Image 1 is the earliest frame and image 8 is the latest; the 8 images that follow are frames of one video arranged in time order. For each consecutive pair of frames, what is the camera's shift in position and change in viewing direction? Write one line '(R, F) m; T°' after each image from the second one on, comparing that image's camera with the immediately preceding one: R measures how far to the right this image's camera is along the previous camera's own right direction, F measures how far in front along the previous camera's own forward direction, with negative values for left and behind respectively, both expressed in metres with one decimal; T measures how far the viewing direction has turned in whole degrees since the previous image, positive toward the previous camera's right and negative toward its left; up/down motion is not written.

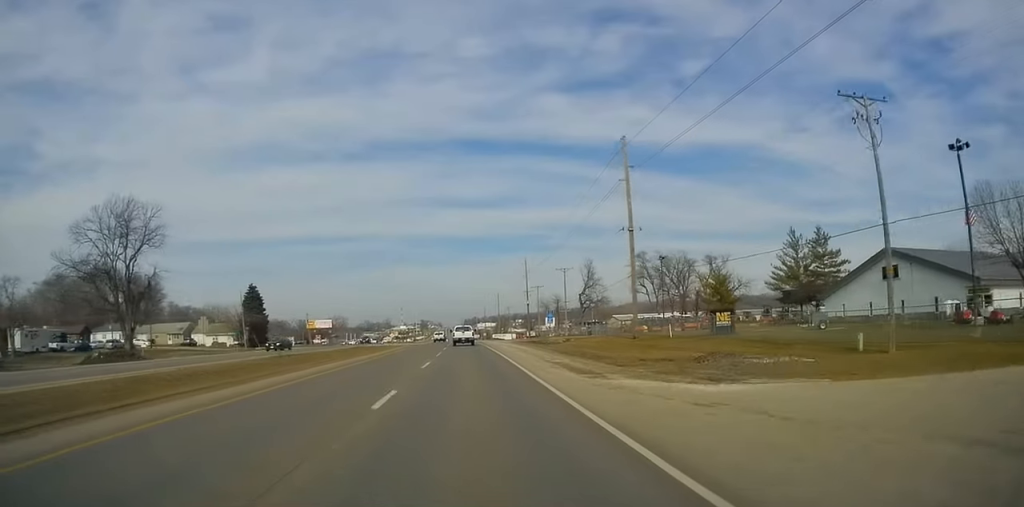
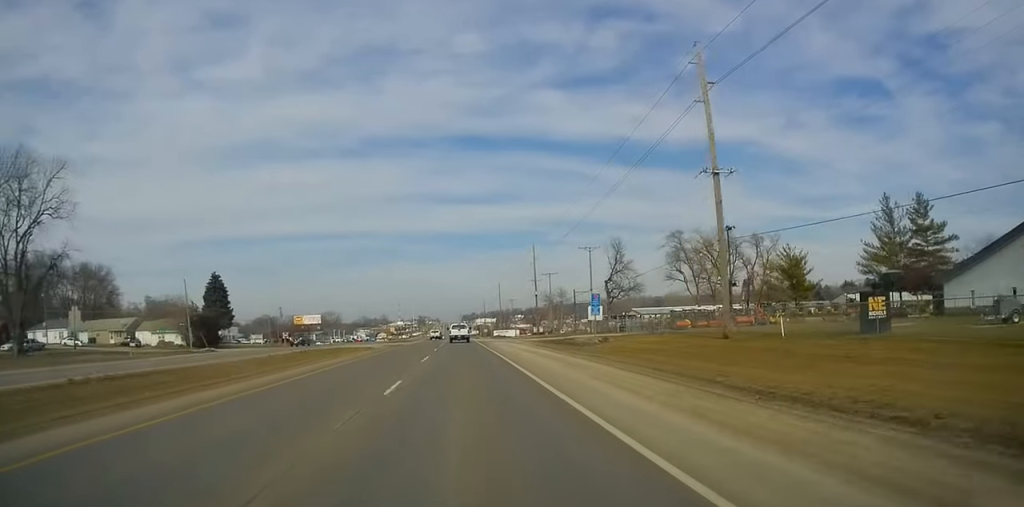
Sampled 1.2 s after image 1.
(0.0, +22.5) m; 0°
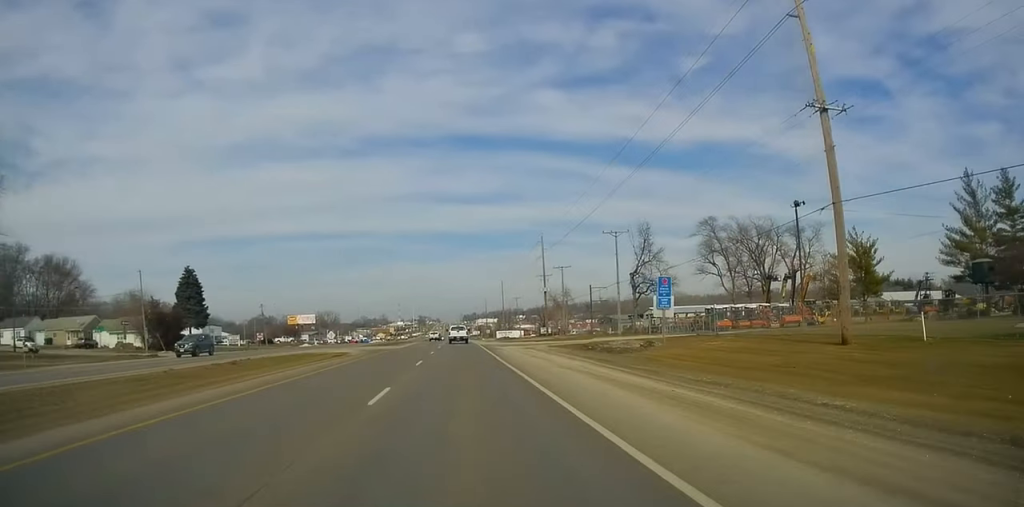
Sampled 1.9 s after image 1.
(0.0, +14.0) m; 0°
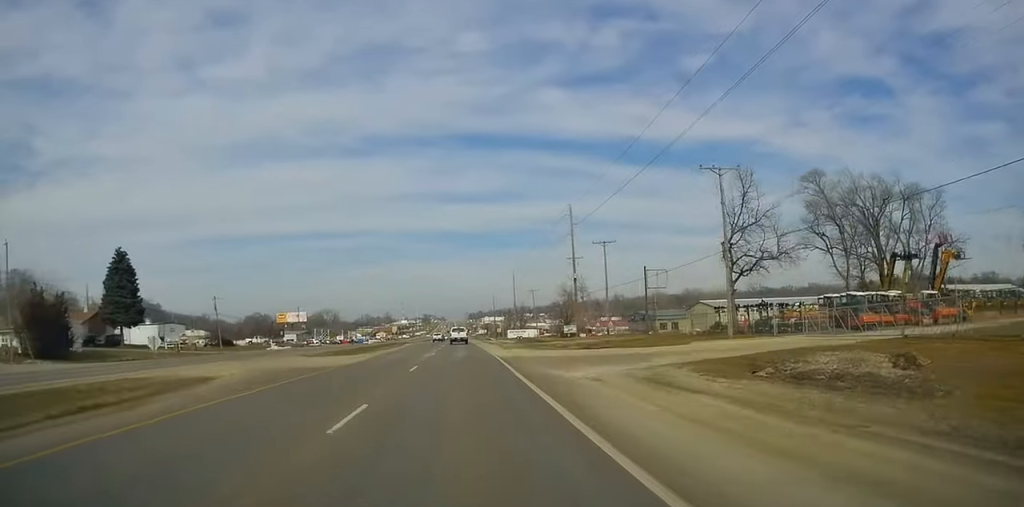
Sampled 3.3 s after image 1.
(0.0, +27.4) m; 0°
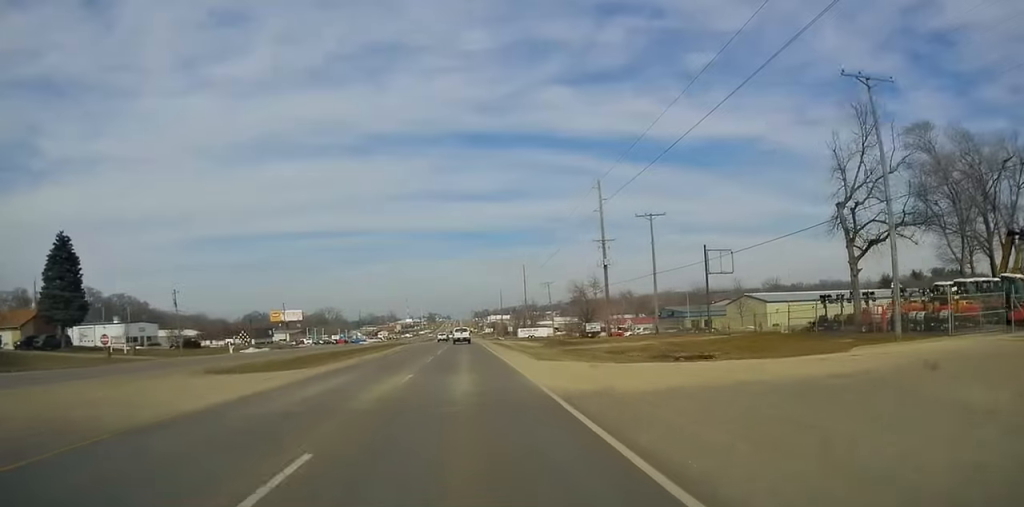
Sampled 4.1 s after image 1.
(0.0, +17.0) m; 0°
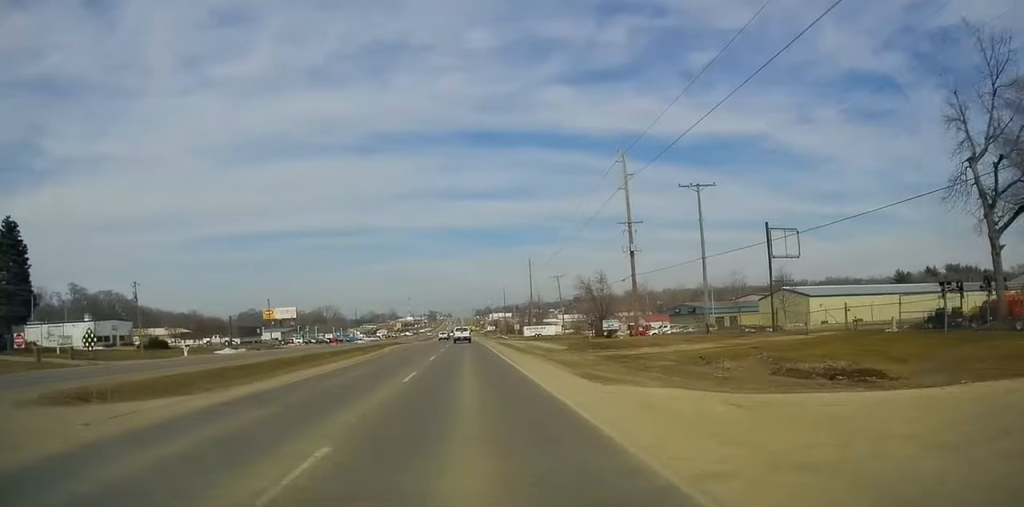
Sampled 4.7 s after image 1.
(0.0, +11.6) m; -1°
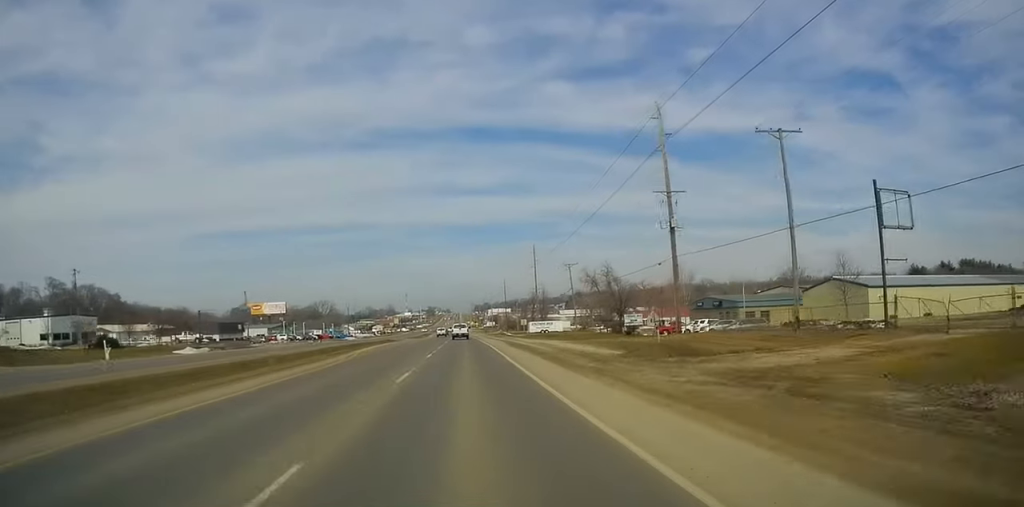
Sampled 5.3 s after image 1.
(0.0, +13.4) m; -1°
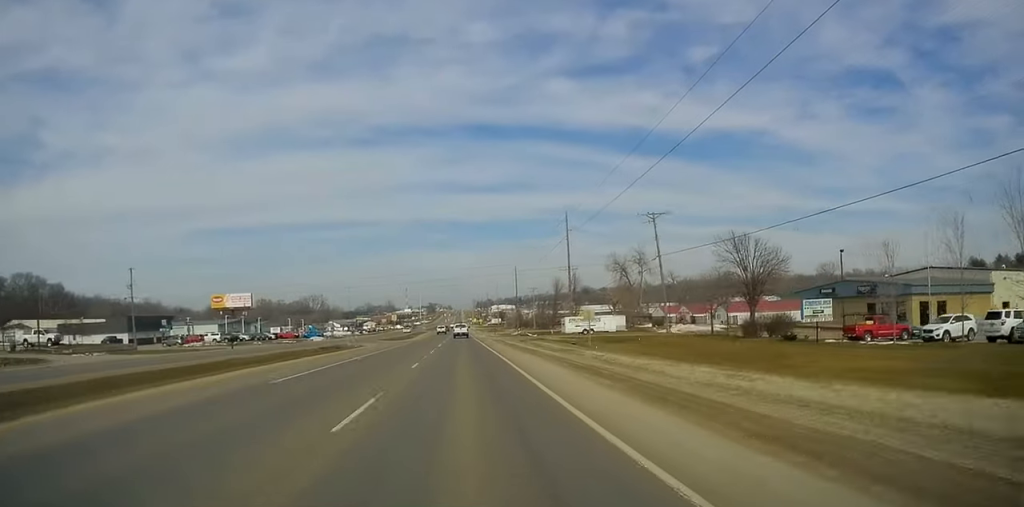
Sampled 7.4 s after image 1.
(+0.1, +43.9) m; +1°
